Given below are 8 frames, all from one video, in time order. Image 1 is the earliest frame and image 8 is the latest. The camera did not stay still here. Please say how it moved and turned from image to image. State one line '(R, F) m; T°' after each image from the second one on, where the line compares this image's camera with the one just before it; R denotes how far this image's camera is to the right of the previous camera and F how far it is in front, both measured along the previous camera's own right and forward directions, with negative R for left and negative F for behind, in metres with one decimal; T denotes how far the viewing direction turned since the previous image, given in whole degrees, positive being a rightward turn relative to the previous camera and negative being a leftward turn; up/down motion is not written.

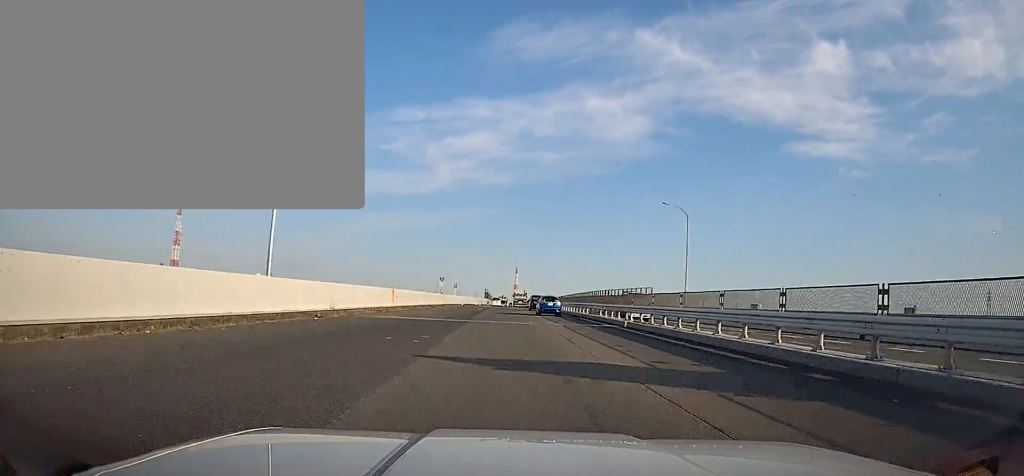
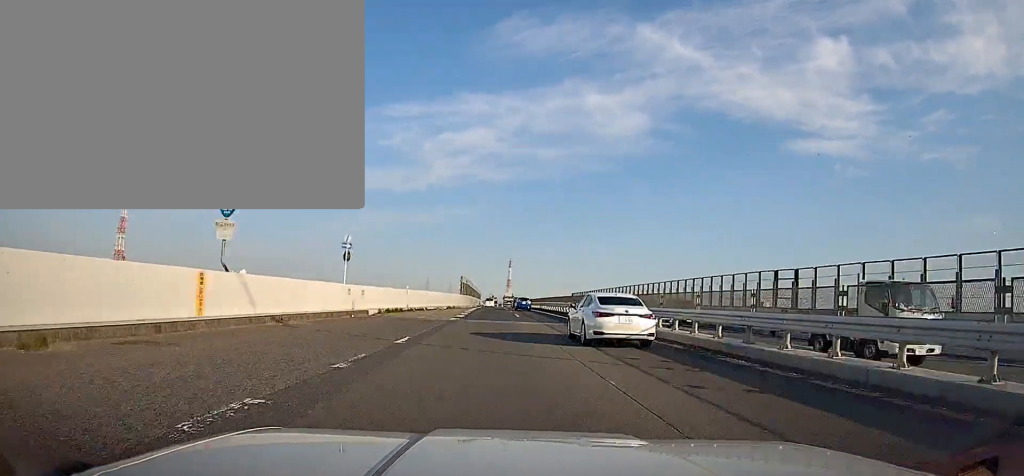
(+0.1, +62.1) m; 0°
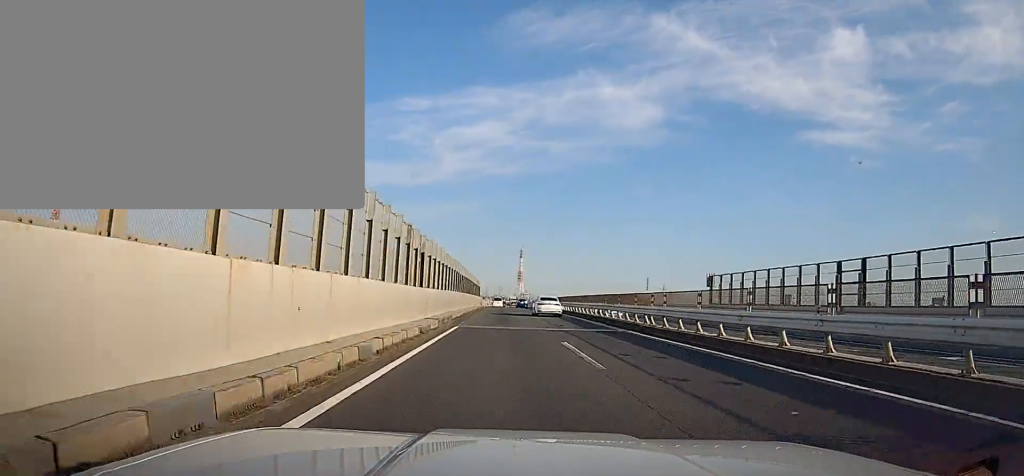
(+0.3, +73.5) m; 0°
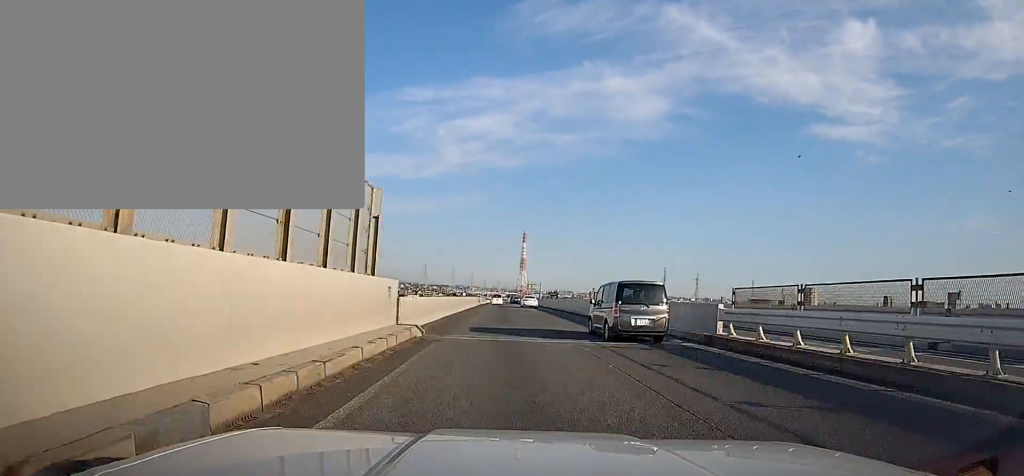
(-0.3, +77.6) m; 0°
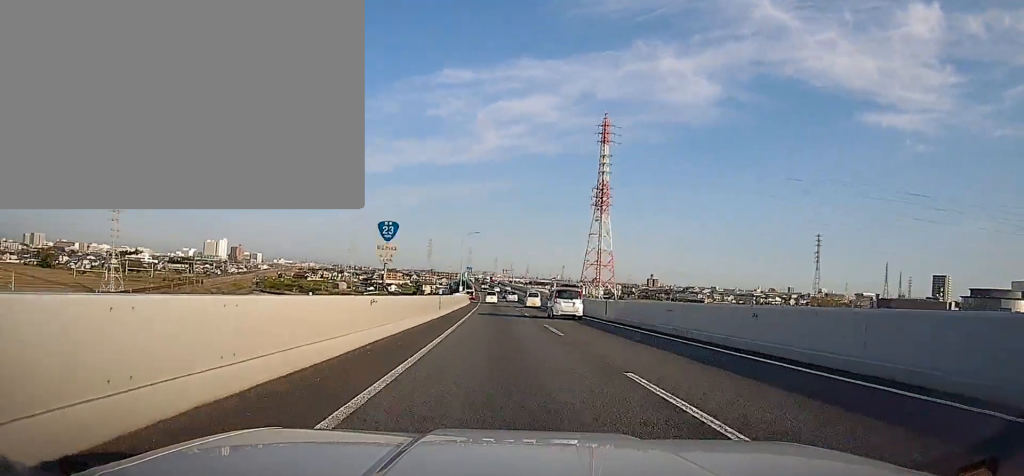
(-5.6, +254.5) m; -3°
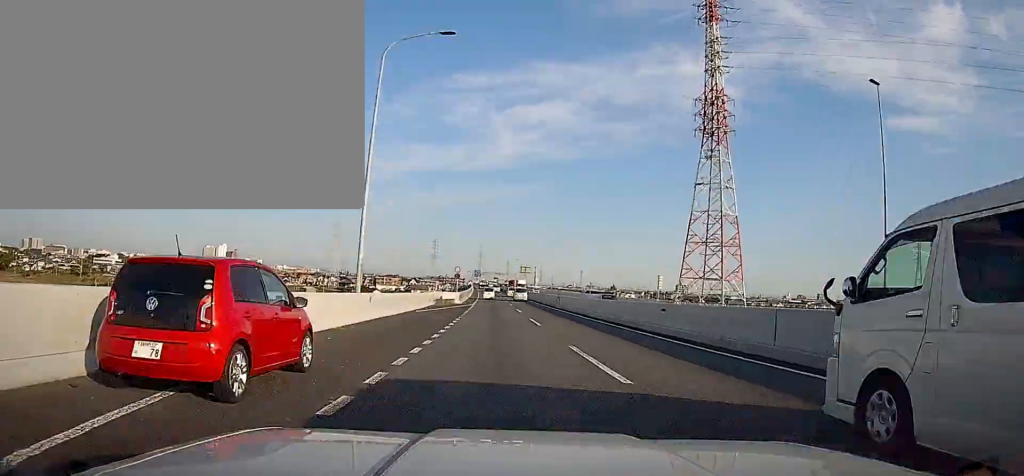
(-0.5, +86.3) m; -1°
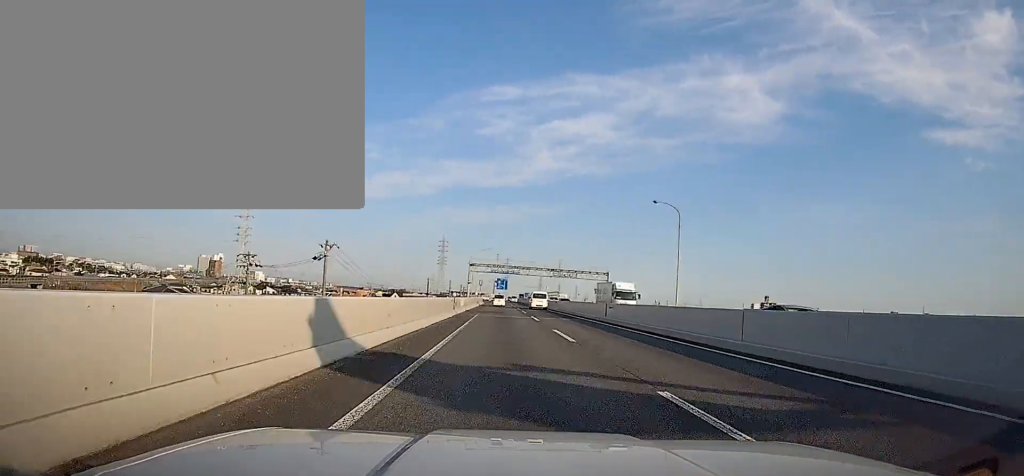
(-4.6, +188.3) m; -2°
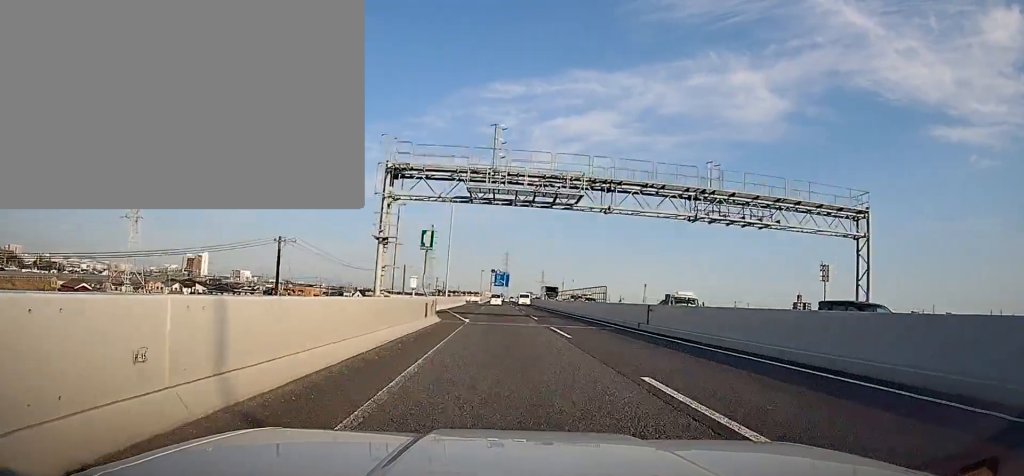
(-0.4, +74.5) m; 0°
